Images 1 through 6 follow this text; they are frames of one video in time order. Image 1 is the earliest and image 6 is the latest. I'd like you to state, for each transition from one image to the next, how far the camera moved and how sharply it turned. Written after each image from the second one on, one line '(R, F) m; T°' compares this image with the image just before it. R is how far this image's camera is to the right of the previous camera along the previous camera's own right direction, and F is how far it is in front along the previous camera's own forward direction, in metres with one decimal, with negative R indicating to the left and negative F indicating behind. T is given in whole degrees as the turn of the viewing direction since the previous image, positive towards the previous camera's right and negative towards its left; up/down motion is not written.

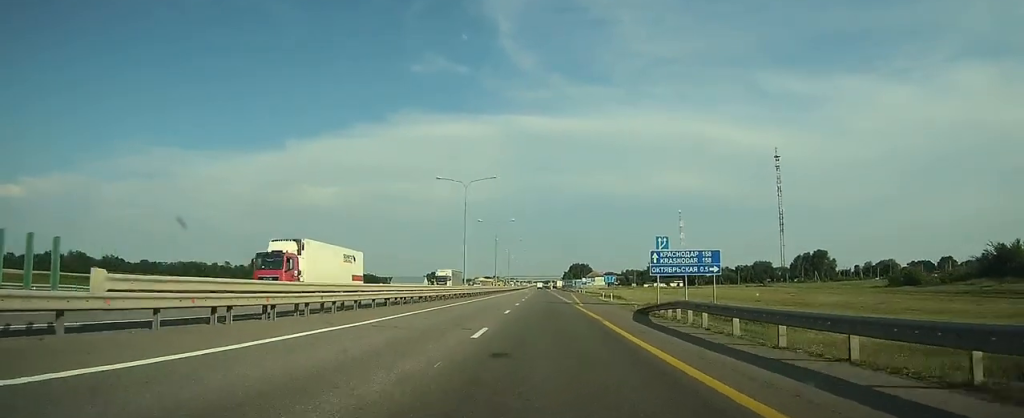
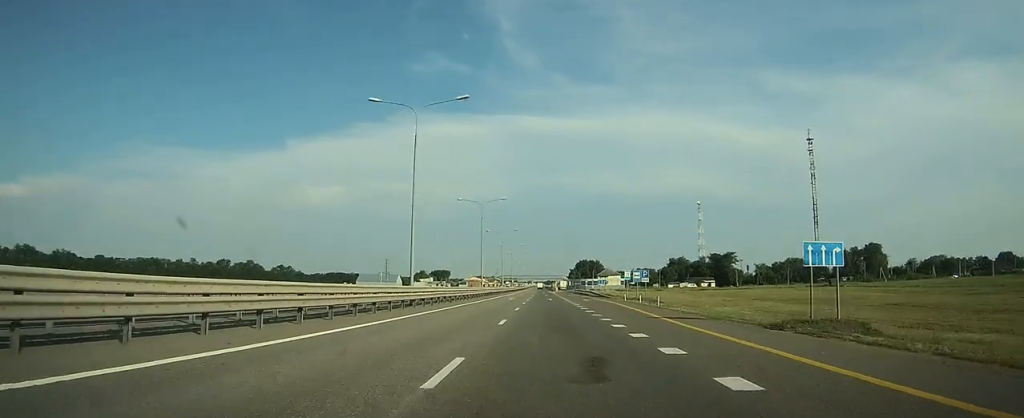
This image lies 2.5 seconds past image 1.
(-0.1, +67.7) m; 0°
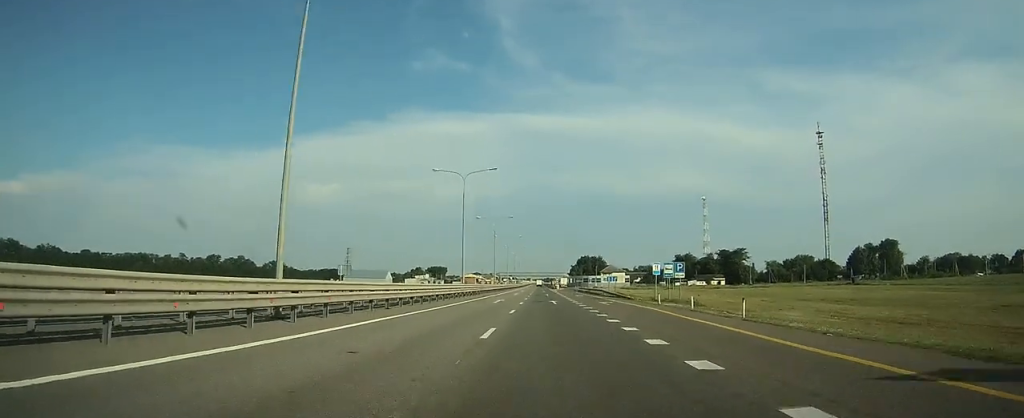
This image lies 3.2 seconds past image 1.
(0.0, +17.9) m; 0°
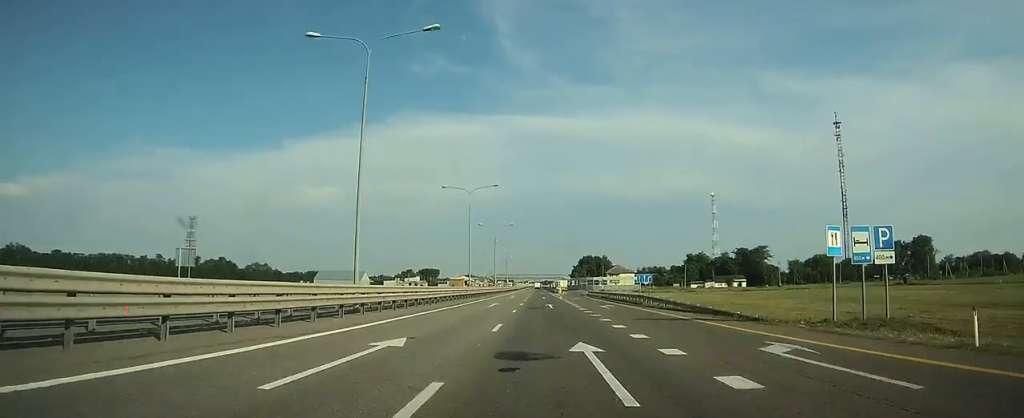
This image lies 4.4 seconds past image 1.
(0.0, +33.2) m; 0°
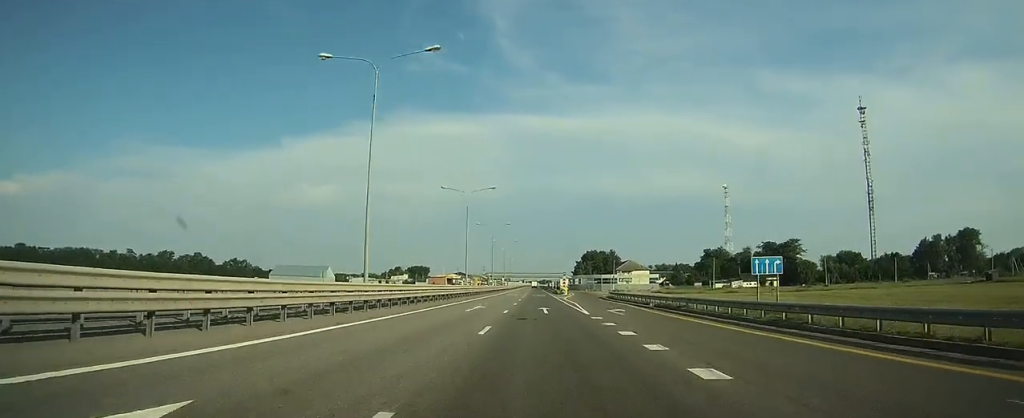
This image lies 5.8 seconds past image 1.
(+0.1, +38.5) m; 0°
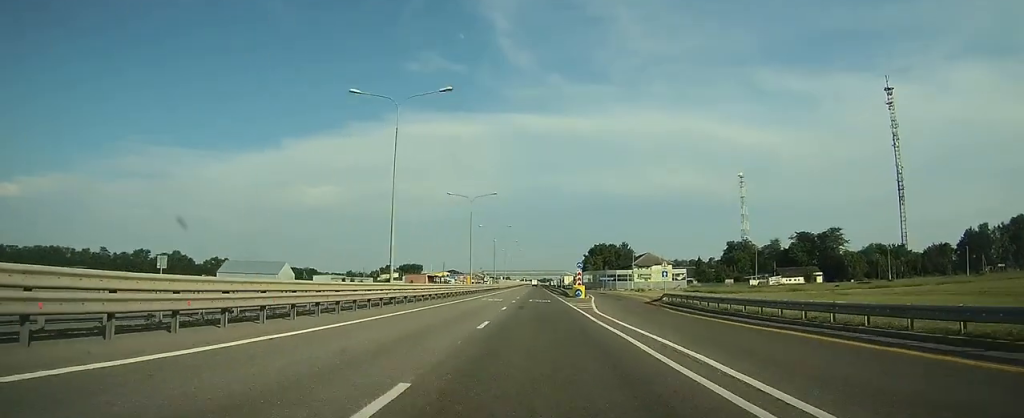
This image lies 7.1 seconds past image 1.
(0.0, +34.8) m; 0°
